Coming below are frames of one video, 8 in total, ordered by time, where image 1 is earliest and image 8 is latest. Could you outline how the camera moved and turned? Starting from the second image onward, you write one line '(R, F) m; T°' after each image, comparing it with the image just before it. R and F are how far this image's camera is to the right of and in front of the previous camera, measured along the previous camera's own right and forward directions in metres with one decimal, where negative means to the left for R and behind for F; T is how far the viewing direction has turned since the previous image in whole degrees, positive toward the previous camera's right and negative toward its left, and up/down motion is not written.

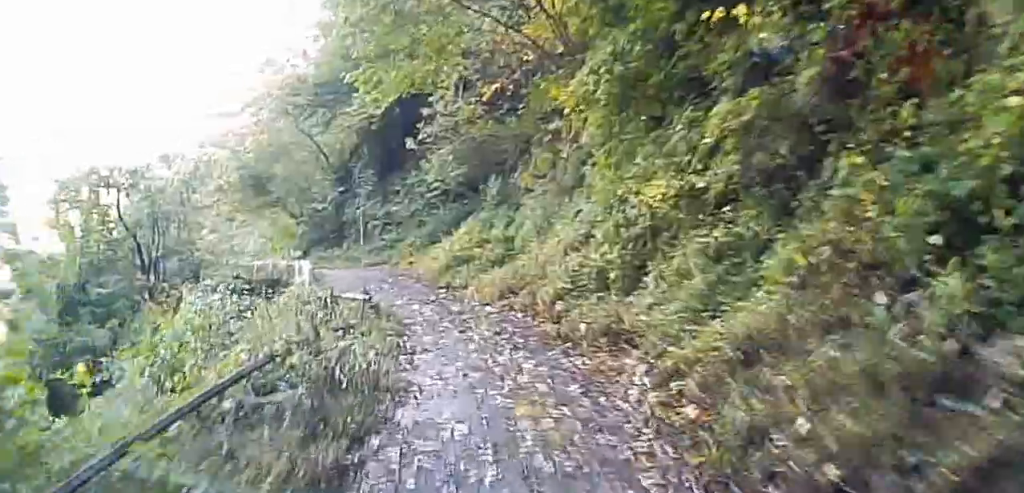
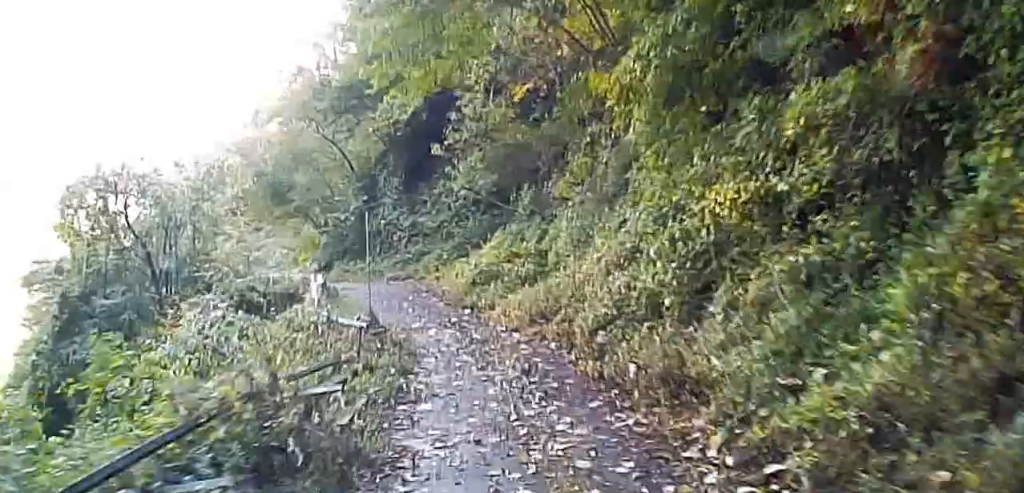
(0.0, +2.0) m; 0°
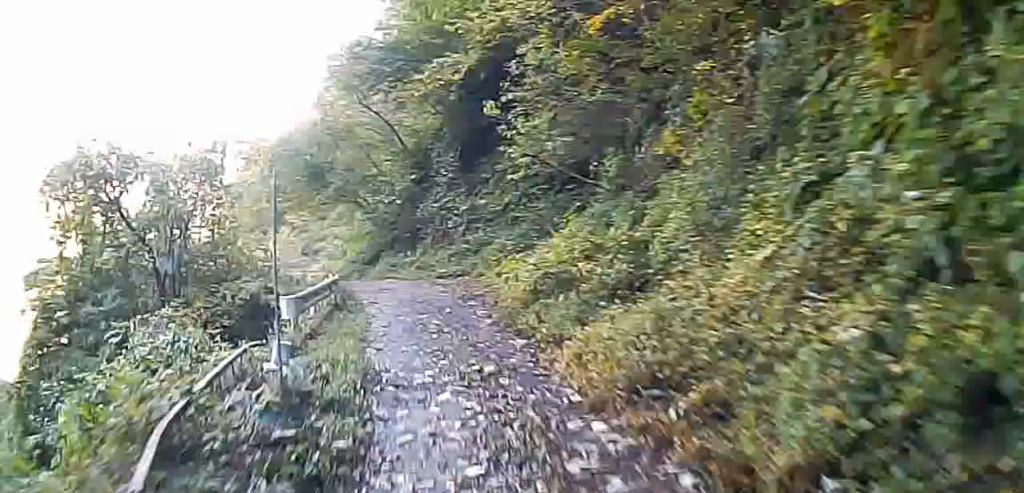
(0.0, +4.8) m; 0°
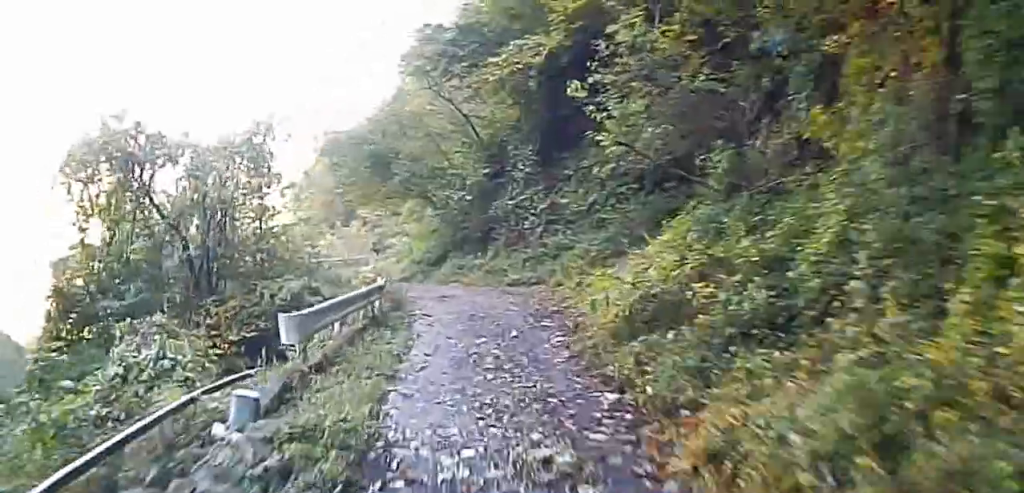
(0.0, +1.9) m; 0°
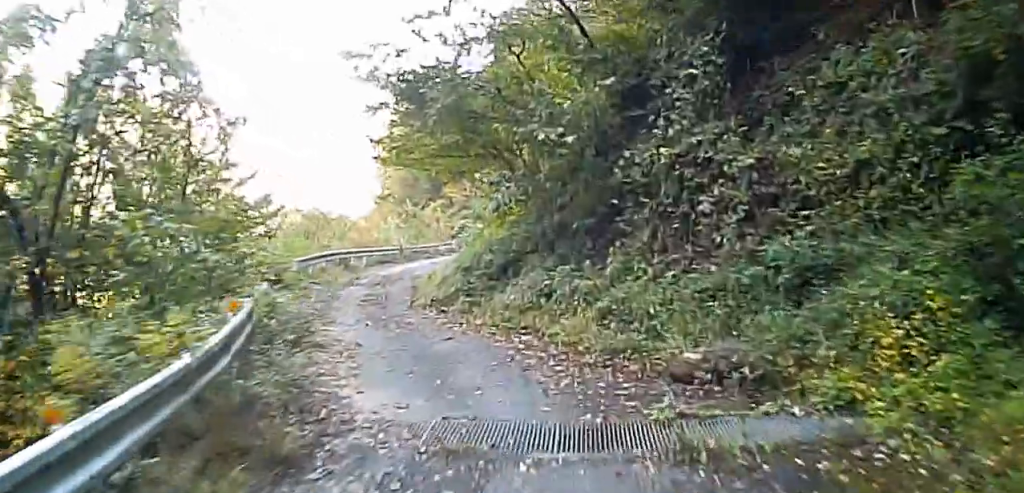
(0.0, +7.5) m; 0°
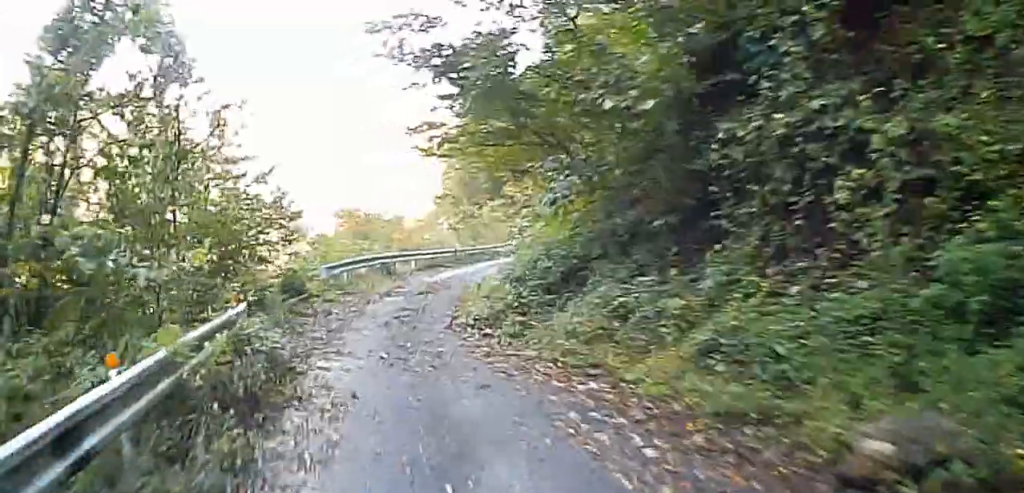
(0.0, +1.7) m; 0°
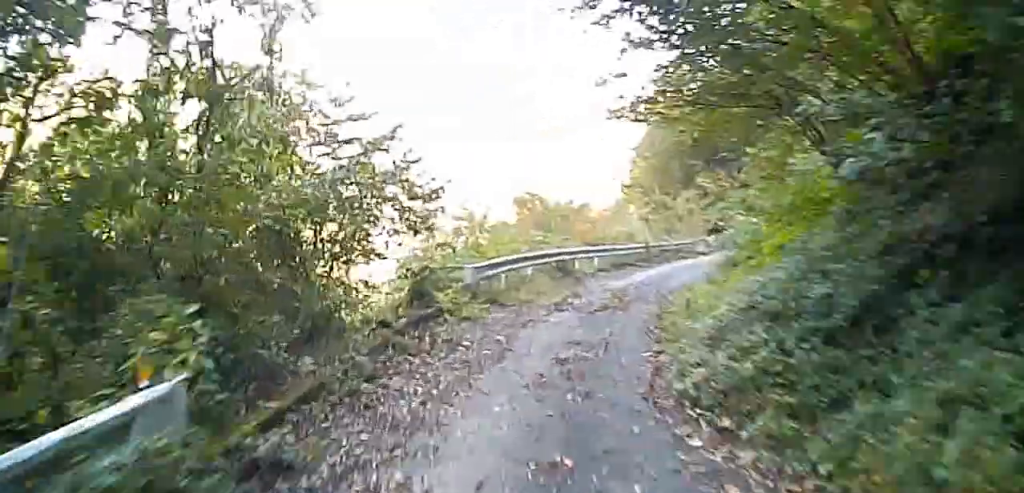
(0.0, +3.0) m; 0°
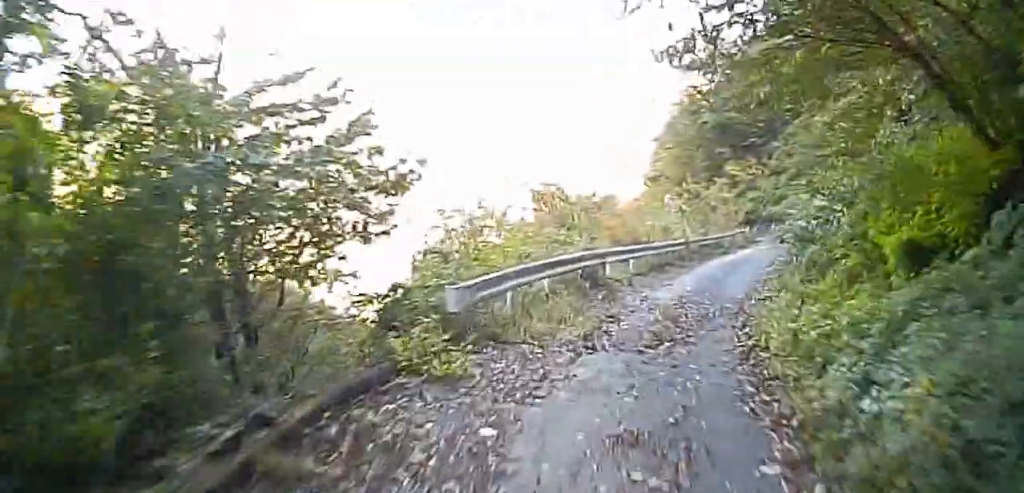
(0.0, +2.7) m; 0°
